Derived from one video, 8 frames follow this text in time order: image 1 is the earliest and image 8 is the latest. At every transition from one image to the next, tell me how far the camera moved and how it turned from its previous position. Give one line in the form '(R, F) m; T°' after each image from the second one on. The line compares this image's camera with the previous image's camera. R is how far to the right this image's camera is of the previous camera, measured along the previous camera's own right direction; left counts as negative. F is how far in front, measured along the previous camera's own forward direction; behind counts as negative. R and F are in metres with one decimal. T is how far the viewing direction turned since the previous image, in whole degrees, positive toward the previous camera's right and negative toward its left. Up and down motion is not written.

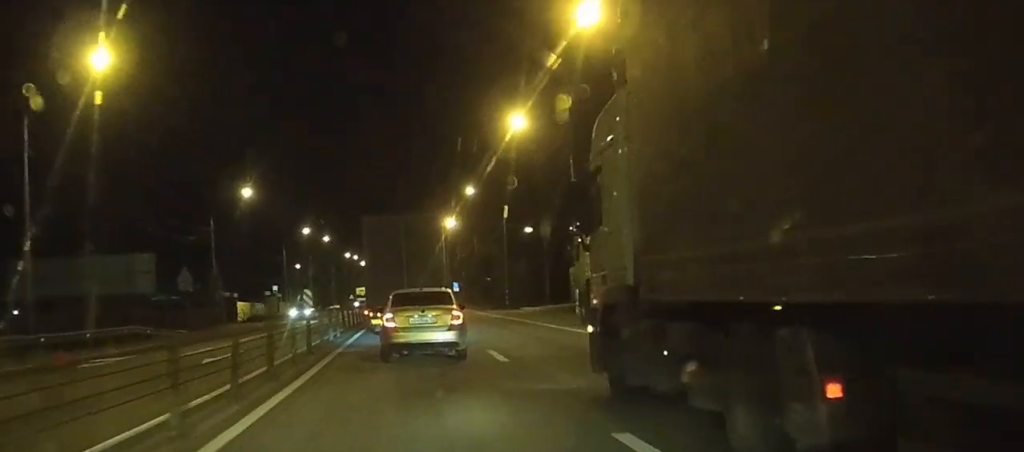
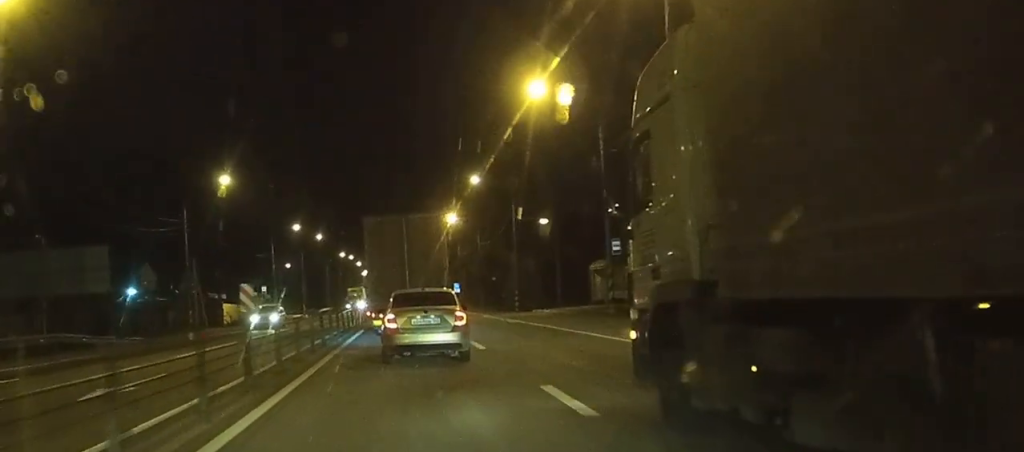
(0.0, +7.9) m; 0°
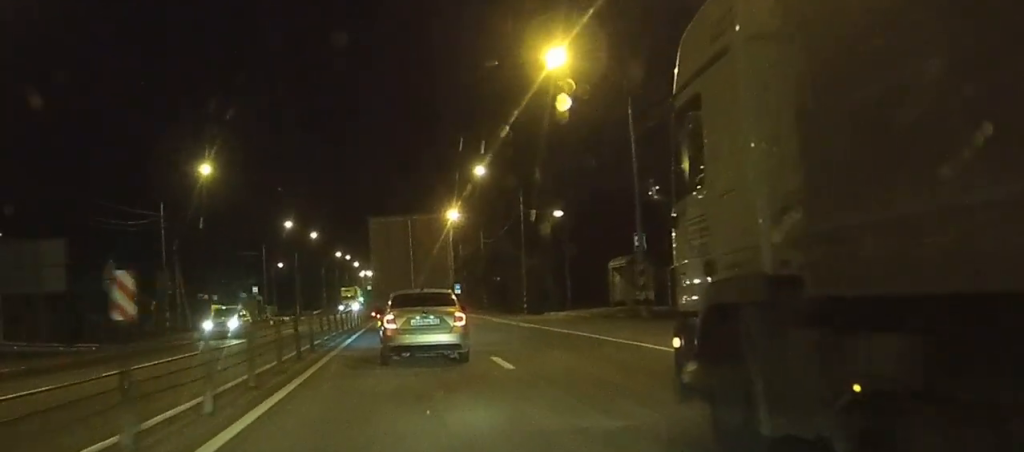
(0.0, +5.8) m; 0°
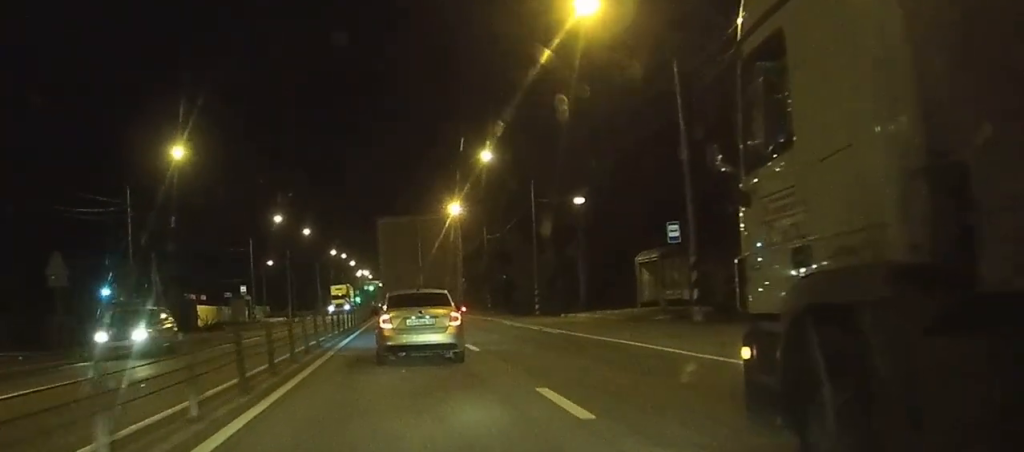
(0.0, +6.8) m; 0°
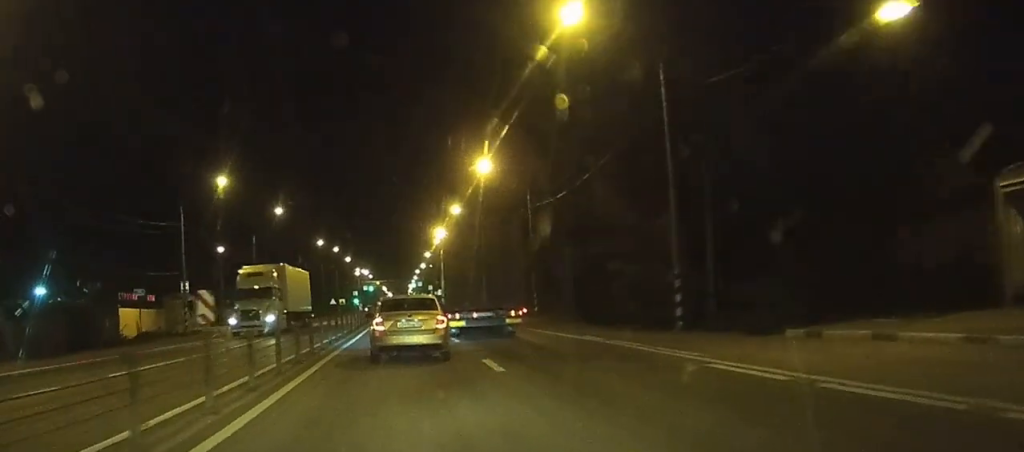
(+0.2, +30.0) m; 0°
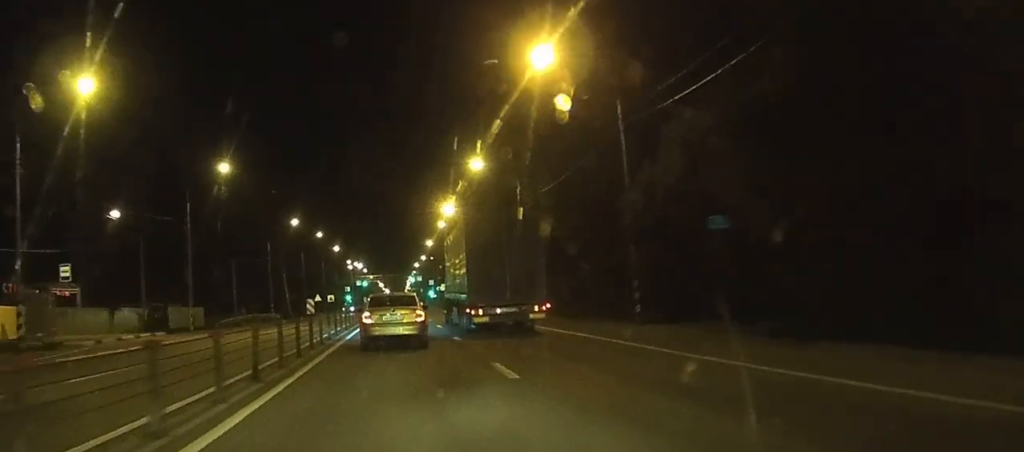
(-0.3, +26.3) m; -1°
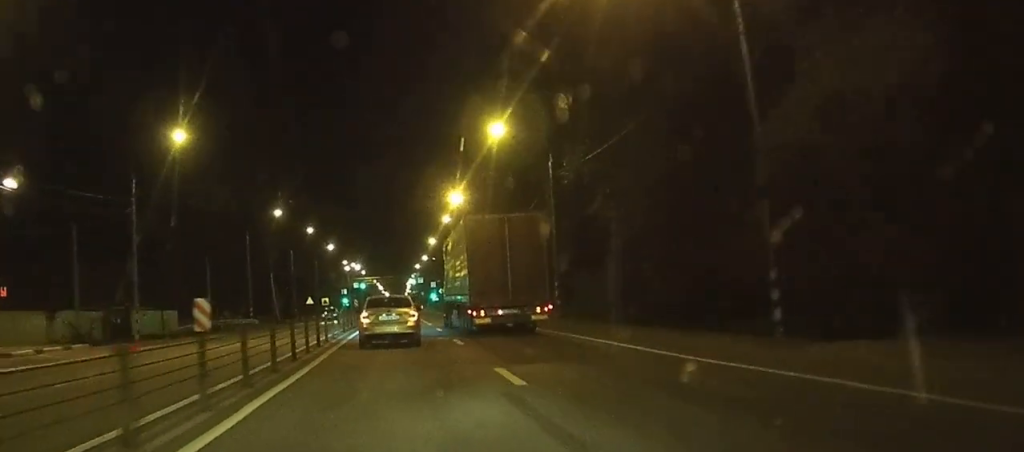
(0.0, +12.8) m; 0°
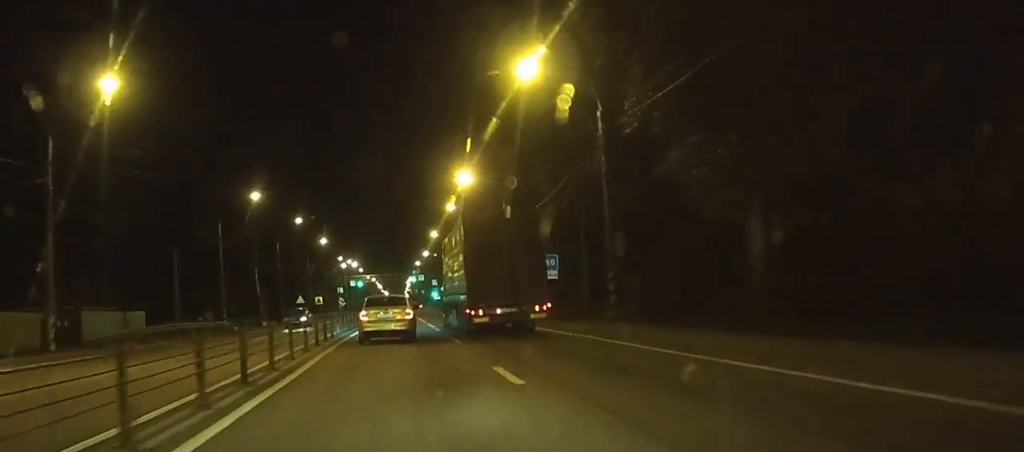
(+0.1, +12.0) m; 0°
